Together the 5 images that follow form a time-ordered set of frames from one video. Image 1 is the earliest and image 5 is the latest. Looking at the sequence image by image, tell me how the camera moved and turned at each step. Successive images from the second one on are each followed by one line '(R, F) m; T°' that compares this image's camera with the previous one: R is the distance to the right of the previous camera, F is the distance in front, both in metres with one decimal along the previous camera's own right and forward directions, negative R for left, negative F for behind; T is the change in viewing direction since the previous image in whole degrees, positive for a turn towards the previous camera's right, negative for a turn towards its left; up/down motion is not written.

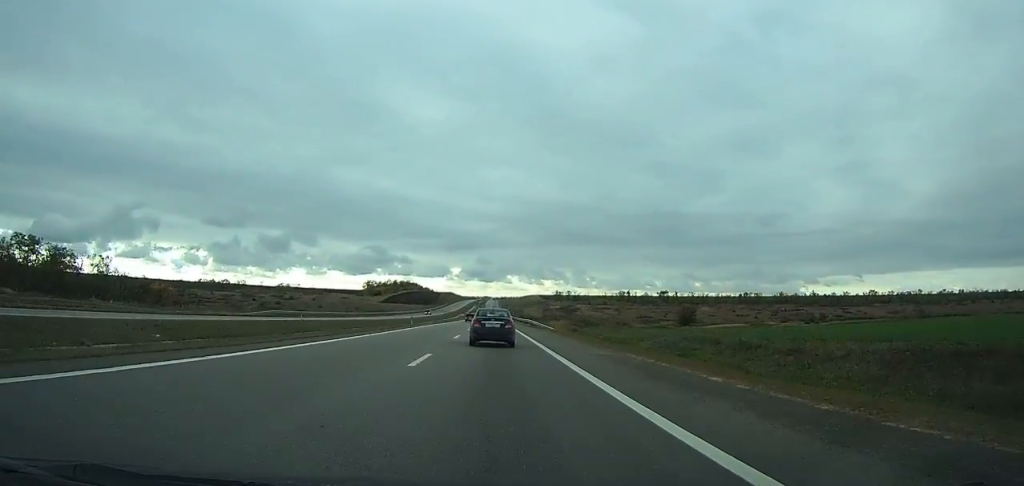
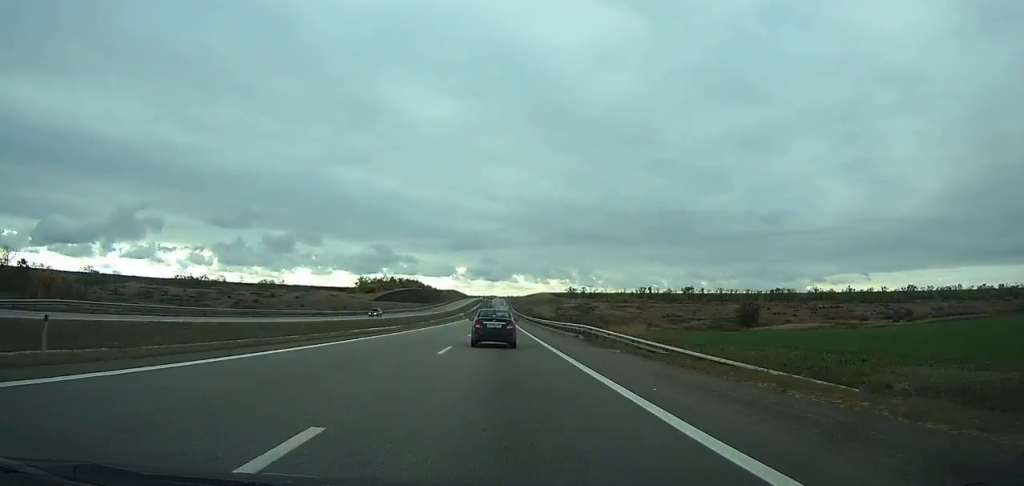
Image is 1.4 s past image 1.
(+0.1, +42.8) m; 0°
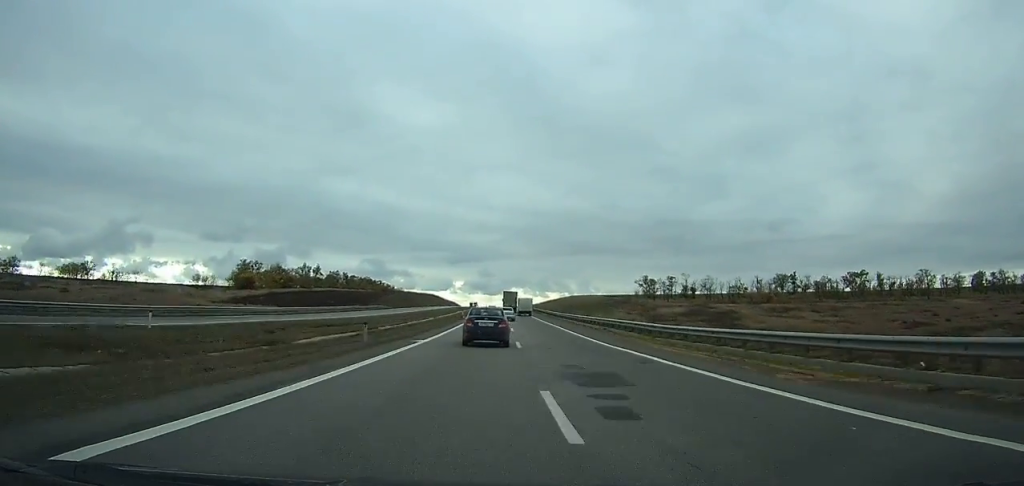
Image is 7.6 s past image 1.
(-1.4, +186.5) m; -1°
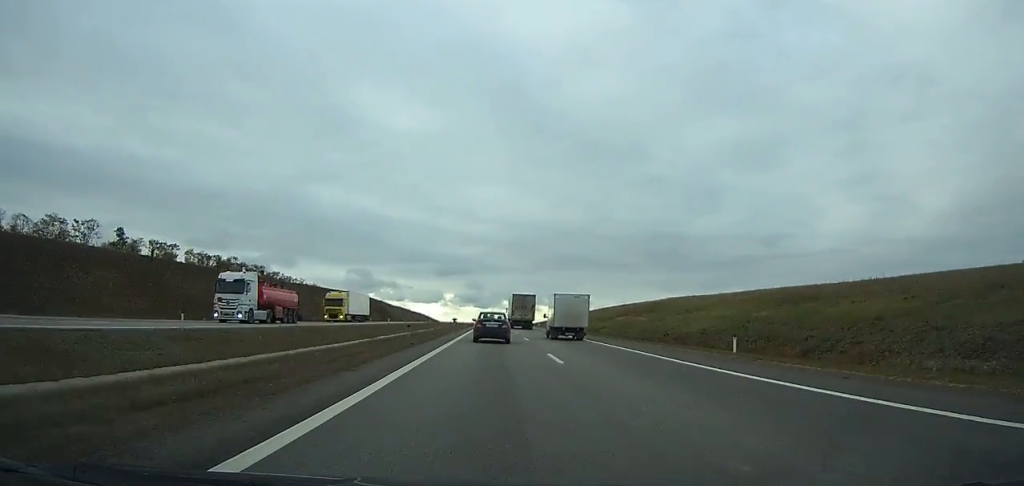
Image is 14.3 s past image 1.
(+0.8, +198.6) m; 0°
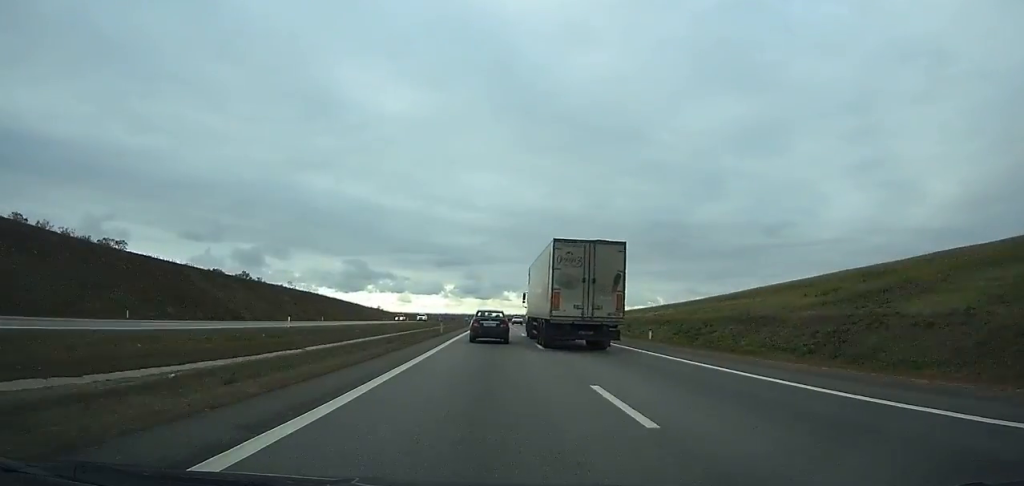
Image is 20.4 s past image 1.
(+0.6, +184.9) m; 0°
